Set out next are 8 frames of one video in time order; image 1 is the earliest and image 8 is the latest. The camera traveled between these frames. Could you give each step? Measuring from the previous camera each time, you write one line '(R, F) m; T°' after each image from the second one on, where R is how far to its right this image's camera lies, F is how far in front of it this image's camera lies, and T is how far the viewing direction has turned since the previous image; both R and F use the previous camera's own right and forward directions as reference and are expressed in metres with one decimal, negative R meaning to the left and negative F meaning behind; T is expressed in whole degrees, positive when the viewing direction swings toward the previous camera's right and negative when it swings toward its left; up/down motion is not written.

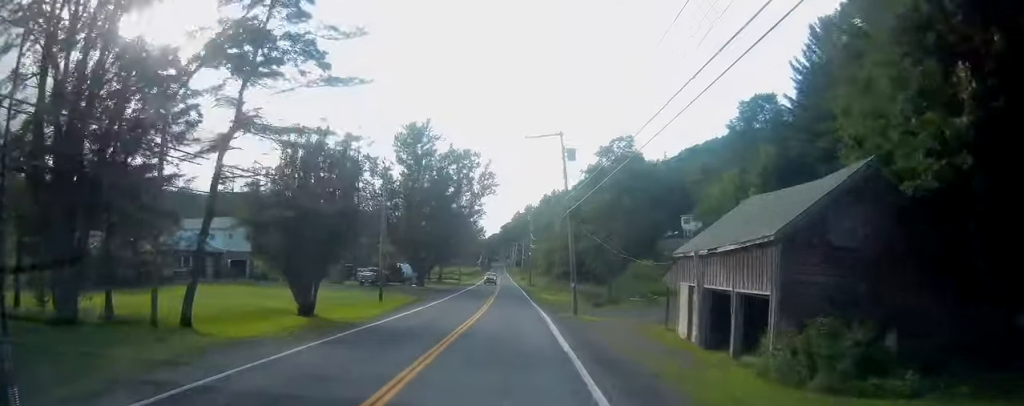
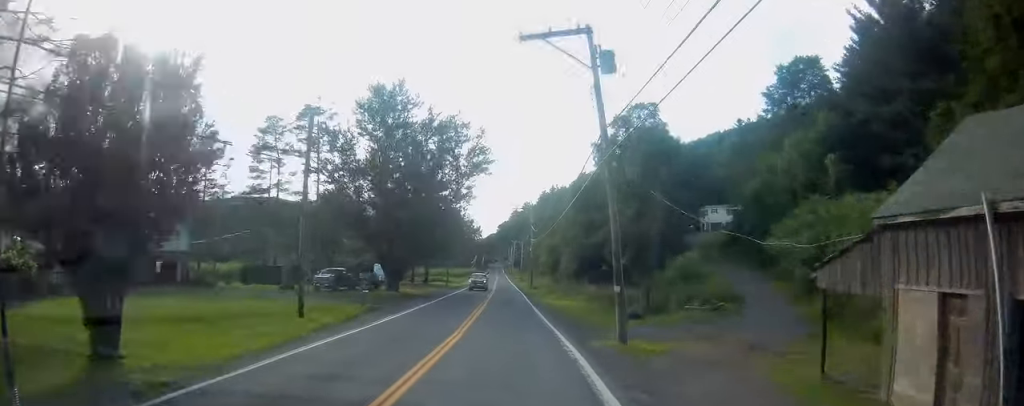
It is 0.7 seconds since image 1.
(0.0, +13.9) m; 0°
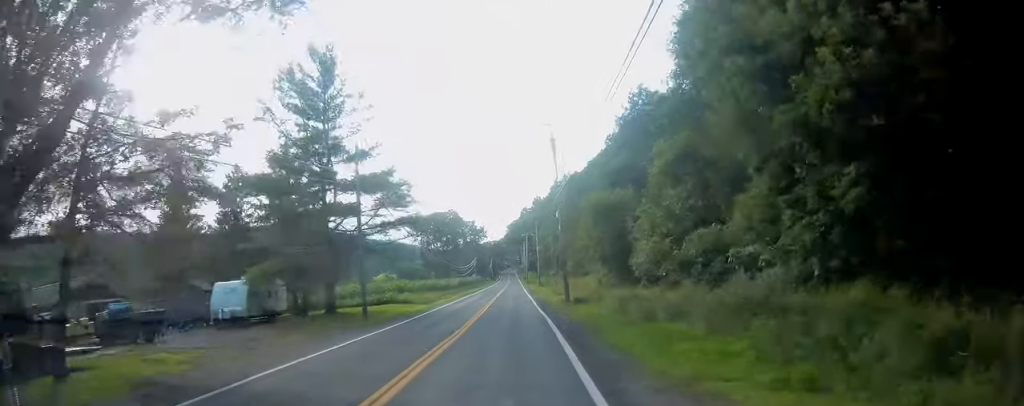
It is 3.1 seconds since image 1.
(+0.1, +45.0) m; 0°
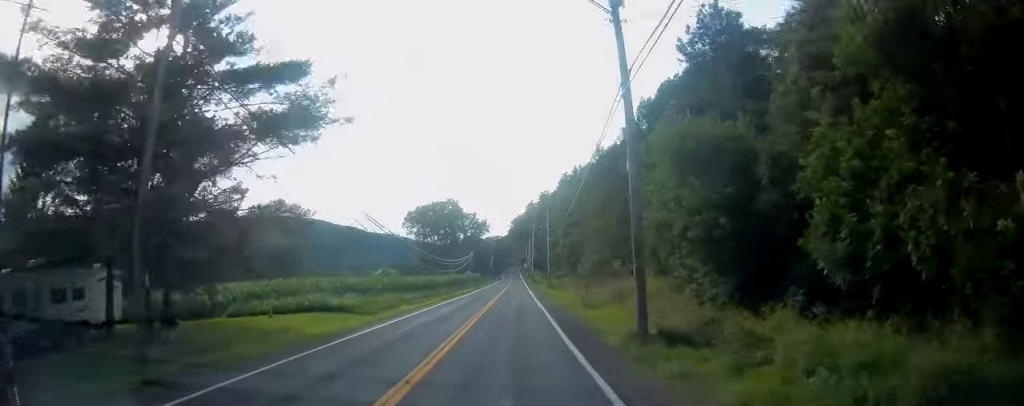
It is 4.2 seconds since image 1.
(+0.1, +20.2) m; -1°
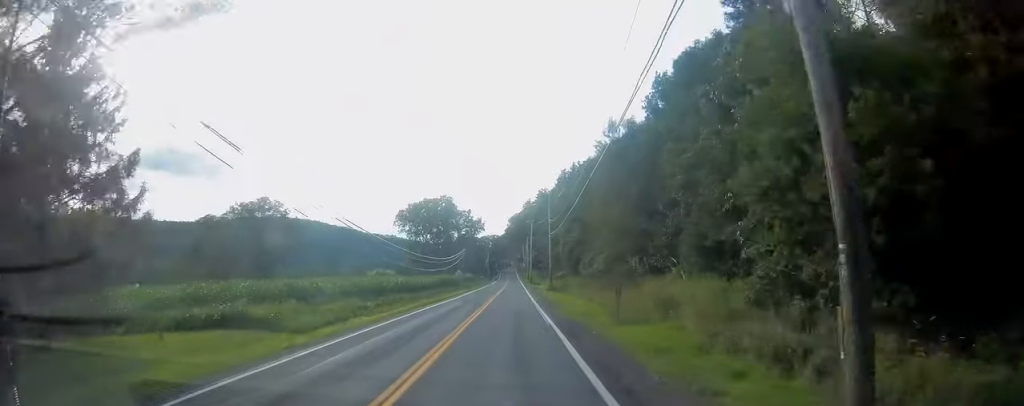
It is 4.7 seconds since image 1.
(-0.2, +10.0) m; 0°
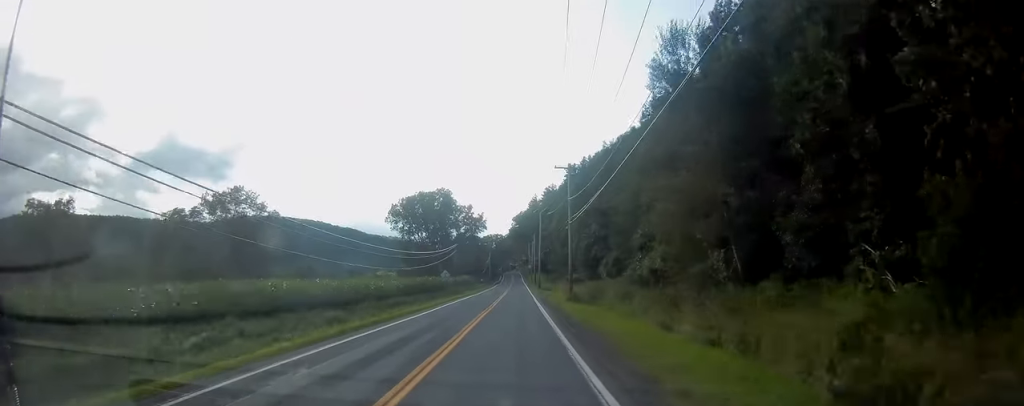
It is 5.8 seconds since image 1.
(-0.1, +19.9) m; 0°
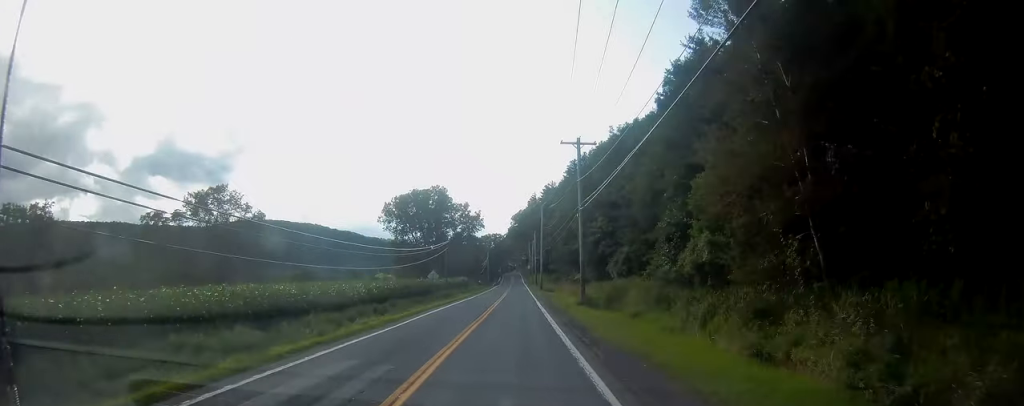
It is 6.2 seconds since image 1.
(+0.1, +8.7) m; 0°
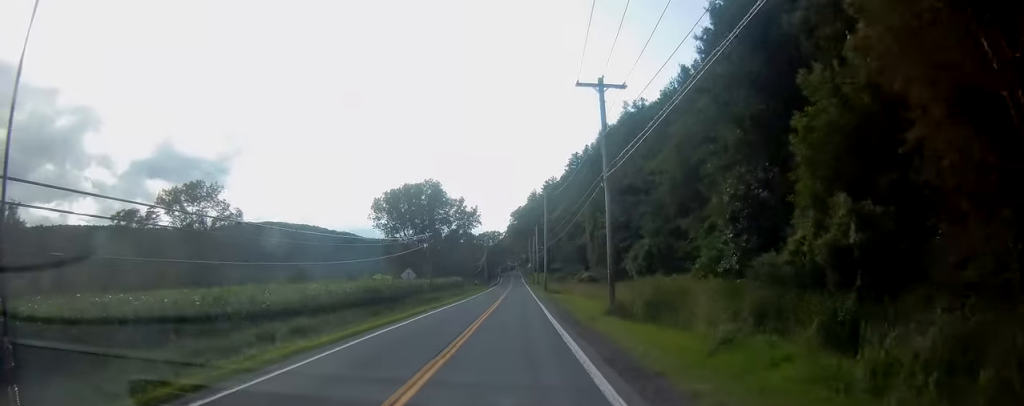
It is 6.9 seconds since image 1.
(-0.1, +11.9) m; 0°
